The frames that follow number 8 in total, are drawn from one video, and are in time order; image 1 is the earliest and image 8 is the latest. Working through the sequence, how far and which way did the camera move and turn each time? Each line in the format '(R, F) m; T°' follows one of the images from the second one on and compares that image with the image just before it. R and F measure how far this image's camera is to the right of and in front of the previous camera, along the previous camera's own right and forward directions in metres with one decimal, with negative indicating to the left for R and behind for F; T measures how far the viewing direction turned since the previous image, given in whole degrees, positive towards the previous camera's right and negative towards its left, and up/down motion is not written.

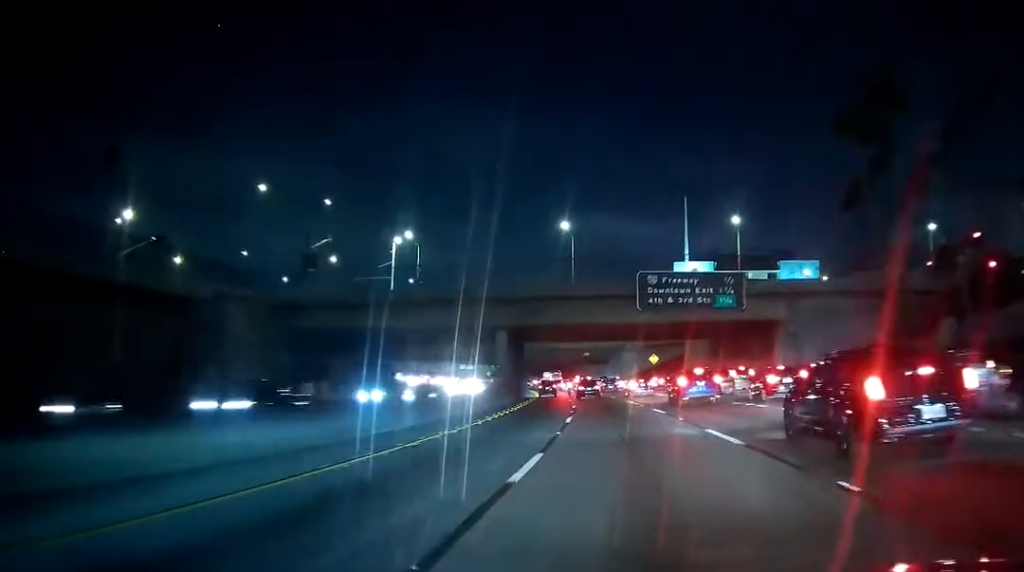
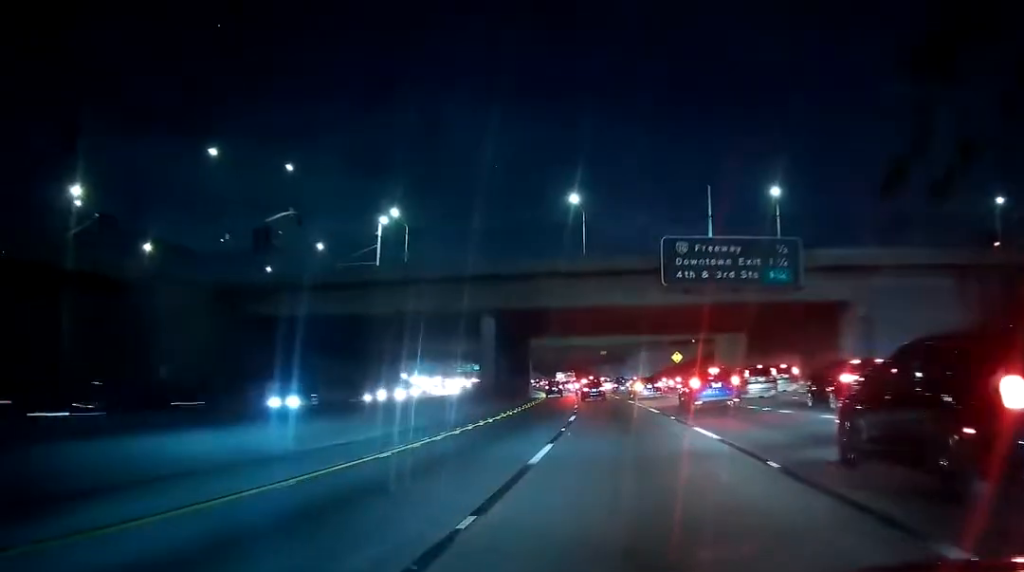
(-0.3, +12.4) m; -2°
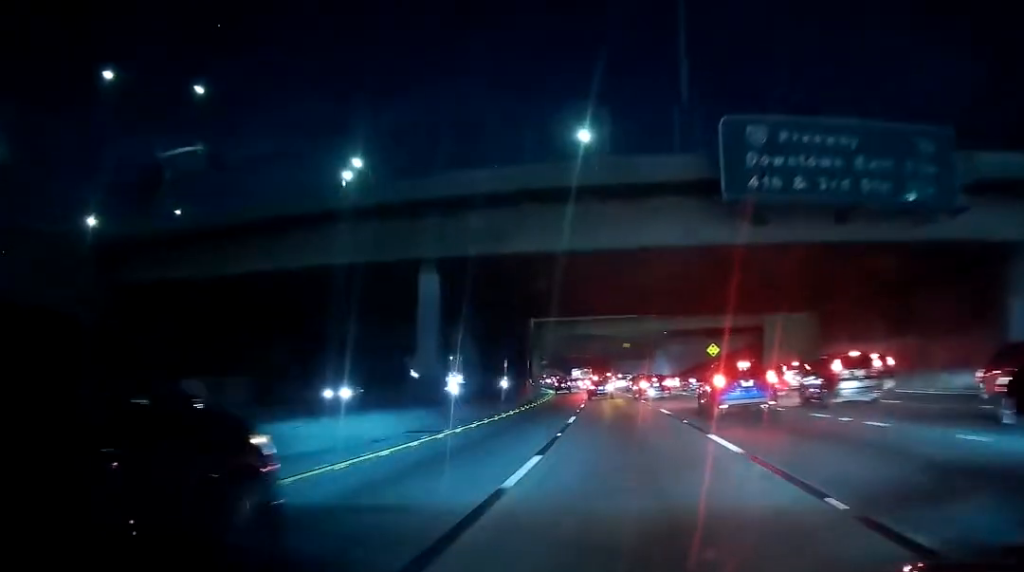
(-0.3, +17.4) m; -1°
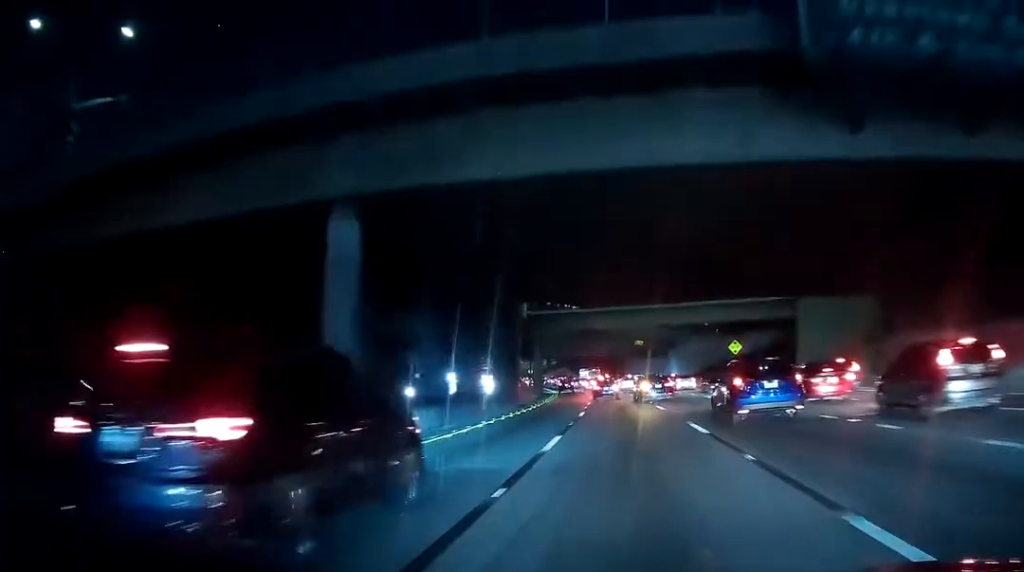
(0.0, +9.3) m; 0°
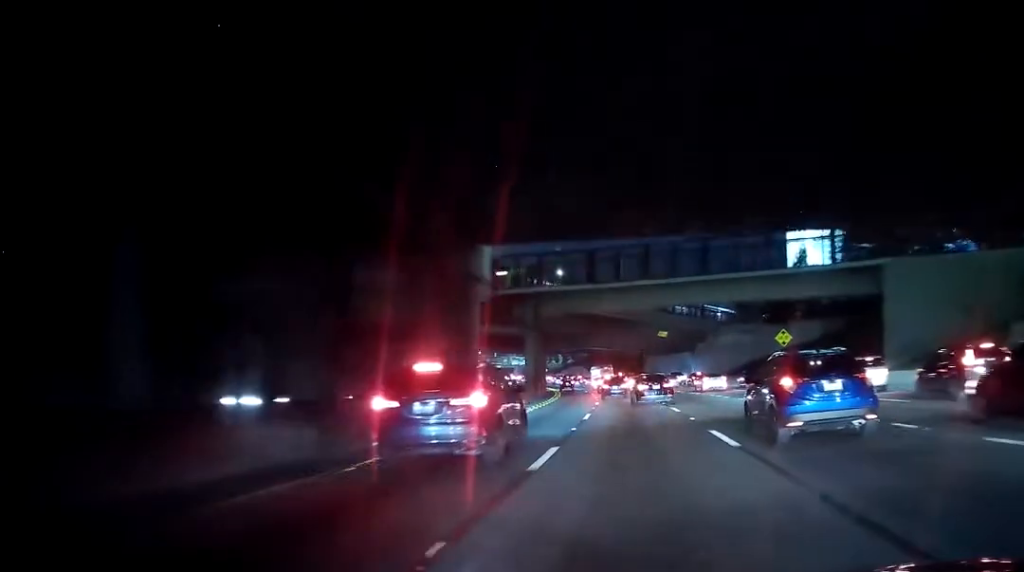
(0.0, +18.0) m; -2°
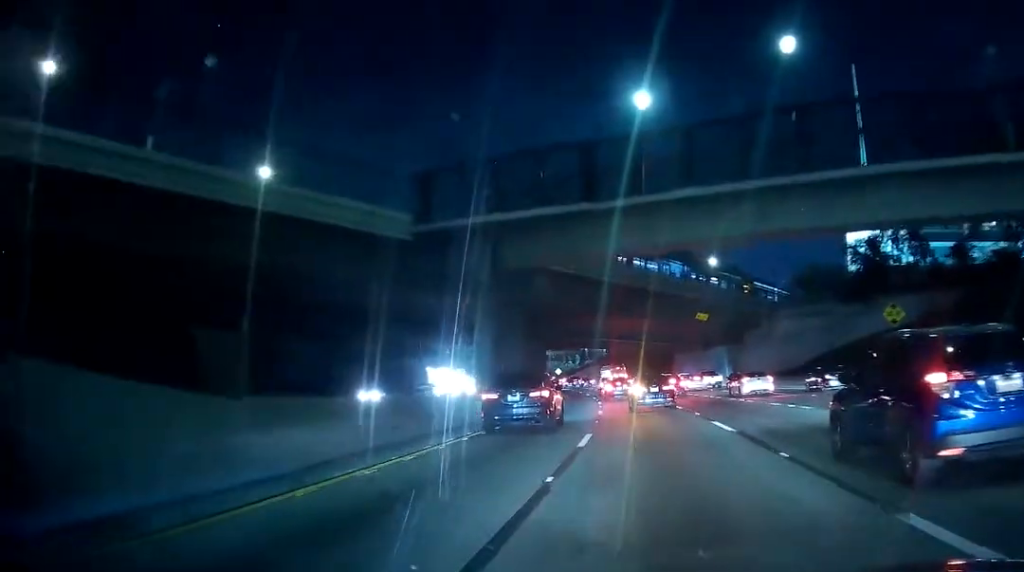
(-0.6, +25.0) m; -1°
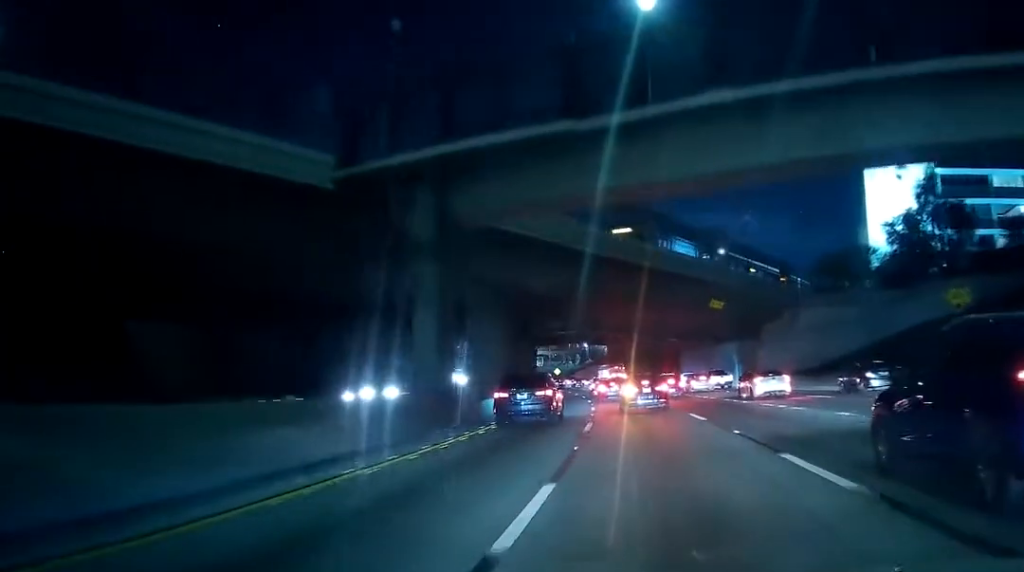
(0.0, +8.9) m; 0°
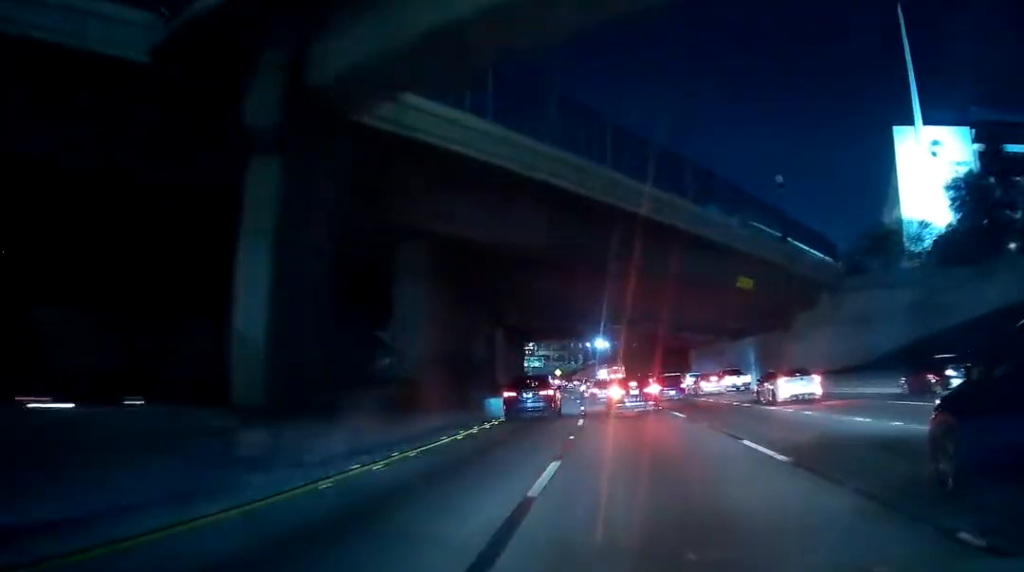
(0.0, +11.3) m; -1°
